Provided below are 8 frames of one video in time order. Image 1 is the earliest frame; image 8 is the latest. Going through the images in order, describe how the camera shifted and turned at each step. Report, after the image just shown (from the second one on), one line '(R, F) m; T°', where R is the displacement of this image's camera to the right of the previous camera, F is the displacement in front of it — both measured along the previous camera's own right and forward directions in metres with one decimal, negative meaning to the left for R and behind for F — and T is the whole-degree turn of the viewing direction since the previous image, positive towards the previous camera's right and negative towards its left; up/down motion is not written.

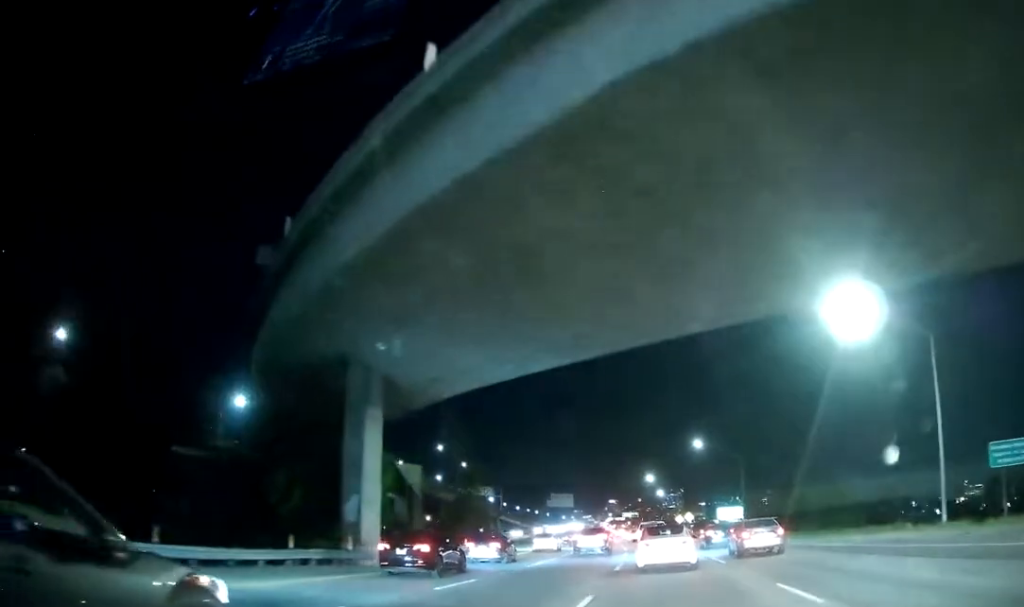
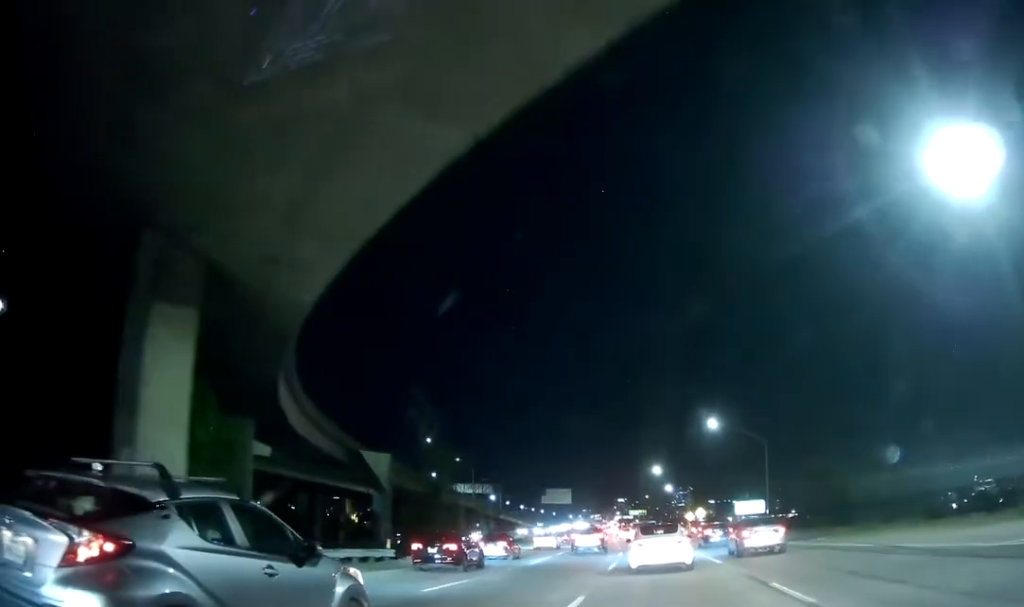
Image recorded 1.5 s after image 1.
(-0.5, +13.9) m; -3°
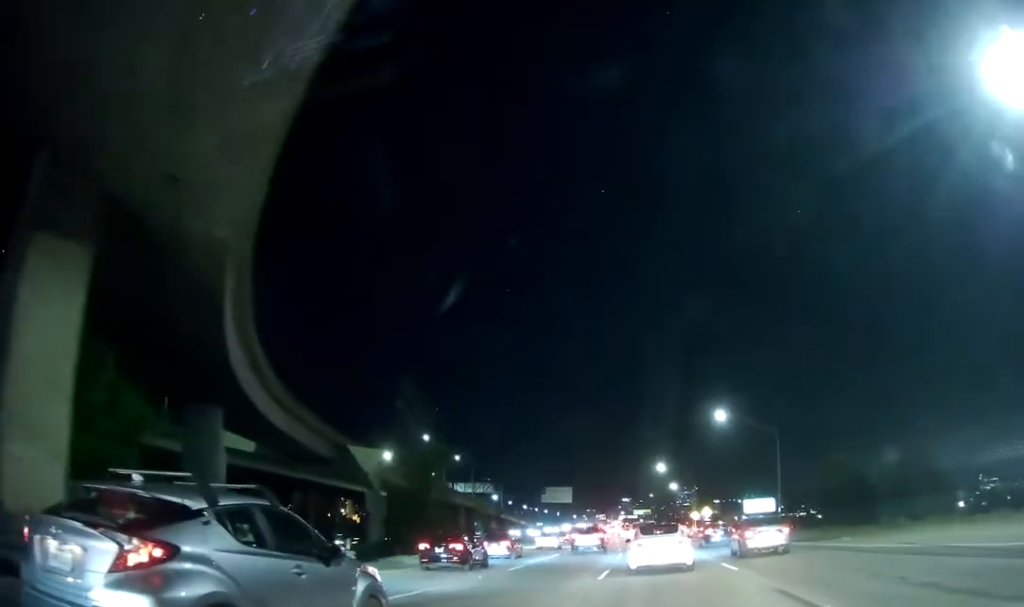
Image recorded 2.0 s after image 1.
(0.0, +4.9) m; 0°
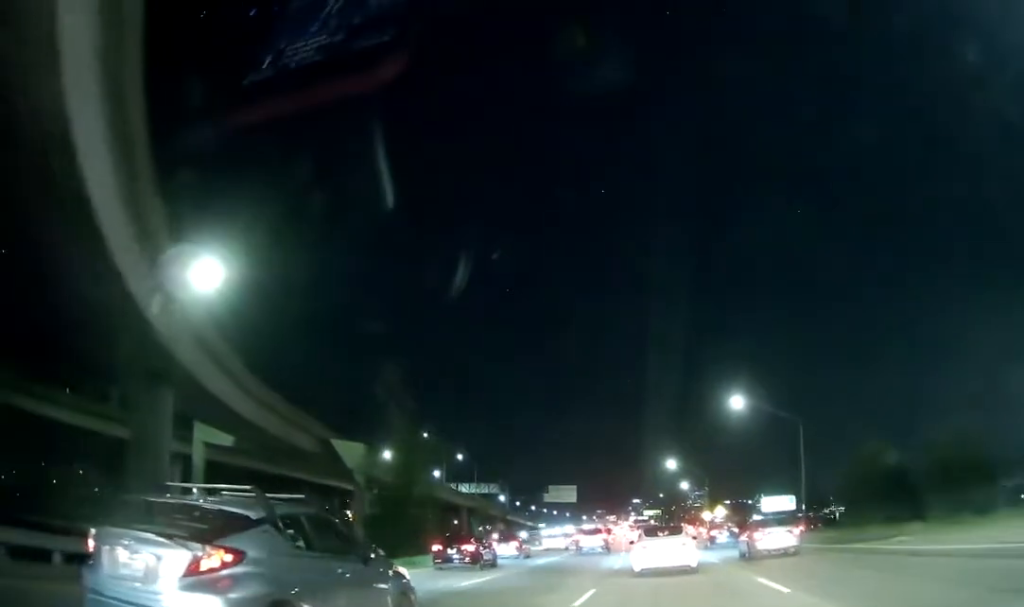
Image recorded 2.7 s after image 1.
(0.0, +6.5) m; 0°
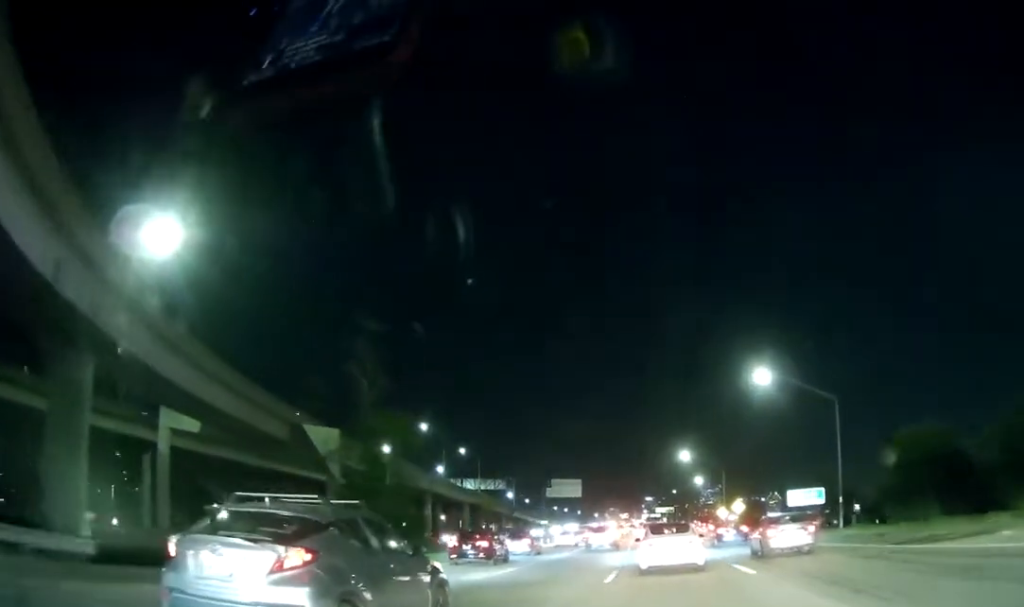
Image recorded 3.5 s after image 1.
(0.0, +8.6) m; 0°
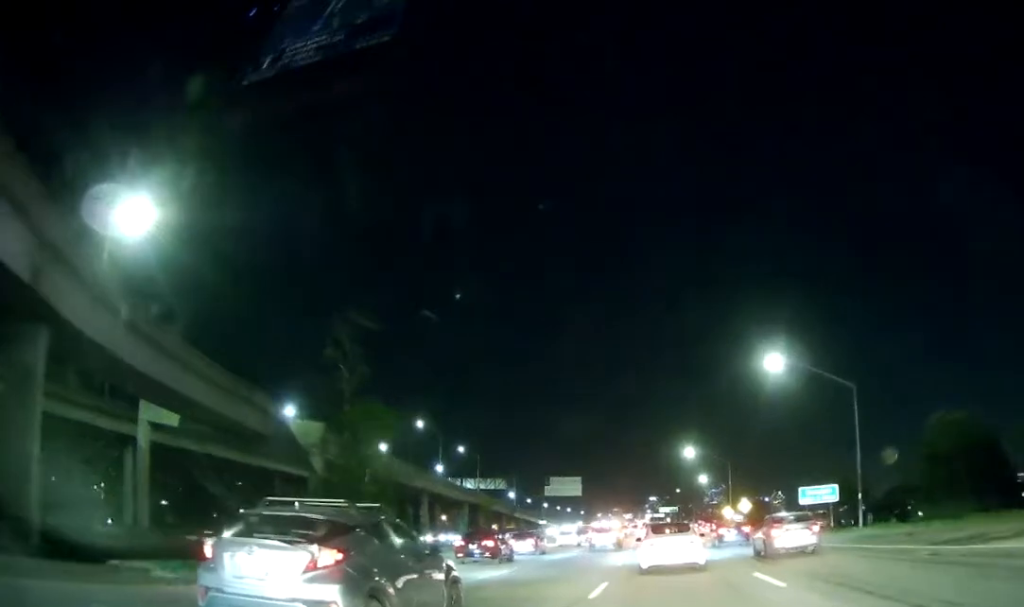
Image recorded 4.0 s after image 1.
(0.0, +4.4) m; 0°
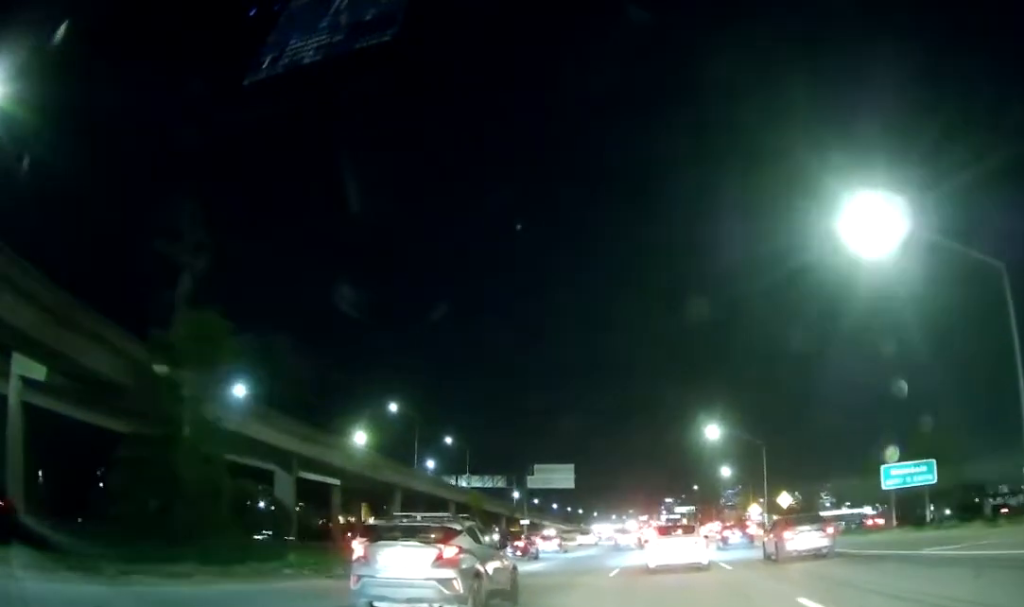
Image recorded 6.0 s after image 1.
(-0.4, +21.3) m; -2°
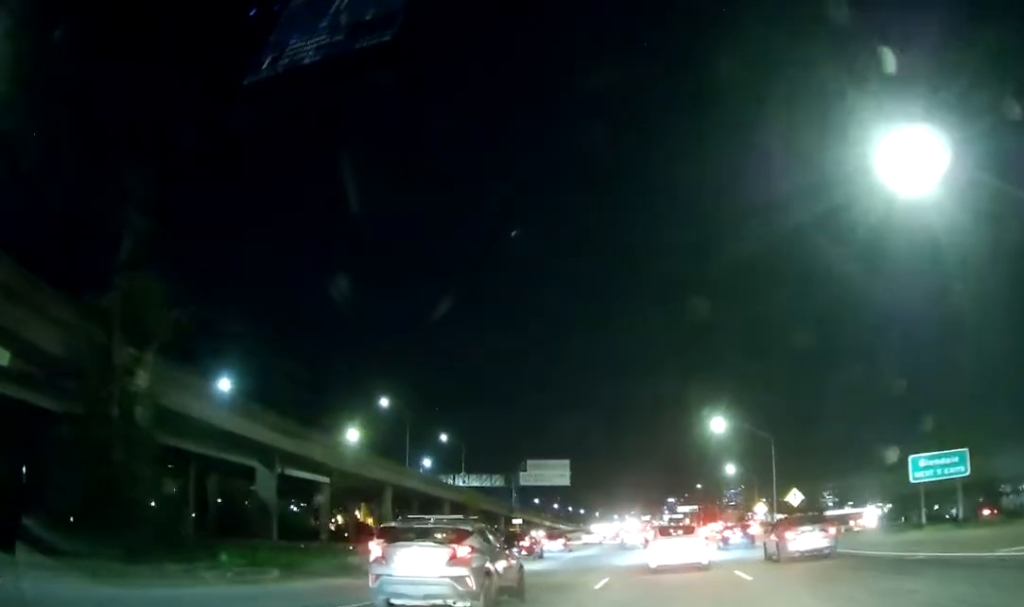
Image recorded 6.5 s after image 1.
(-0.1, +4.5) m; 0°
